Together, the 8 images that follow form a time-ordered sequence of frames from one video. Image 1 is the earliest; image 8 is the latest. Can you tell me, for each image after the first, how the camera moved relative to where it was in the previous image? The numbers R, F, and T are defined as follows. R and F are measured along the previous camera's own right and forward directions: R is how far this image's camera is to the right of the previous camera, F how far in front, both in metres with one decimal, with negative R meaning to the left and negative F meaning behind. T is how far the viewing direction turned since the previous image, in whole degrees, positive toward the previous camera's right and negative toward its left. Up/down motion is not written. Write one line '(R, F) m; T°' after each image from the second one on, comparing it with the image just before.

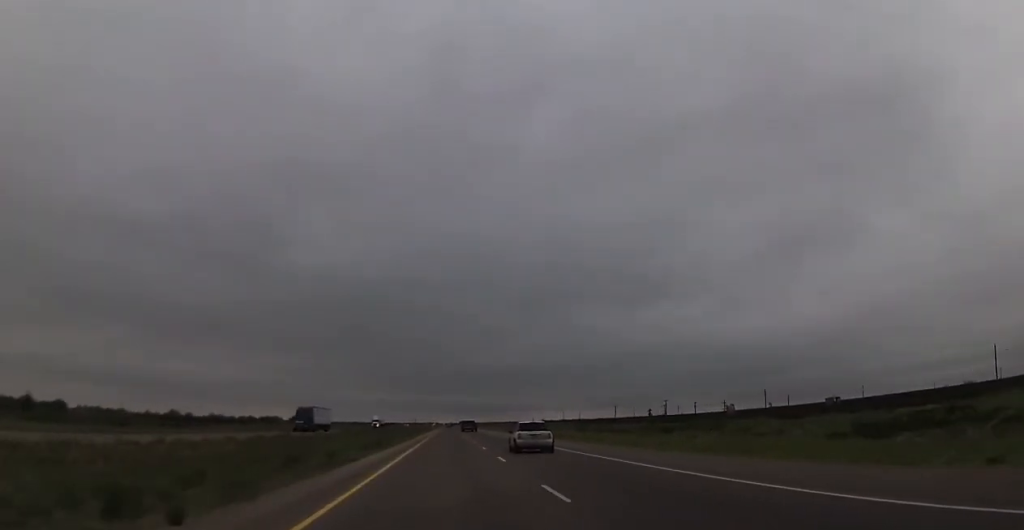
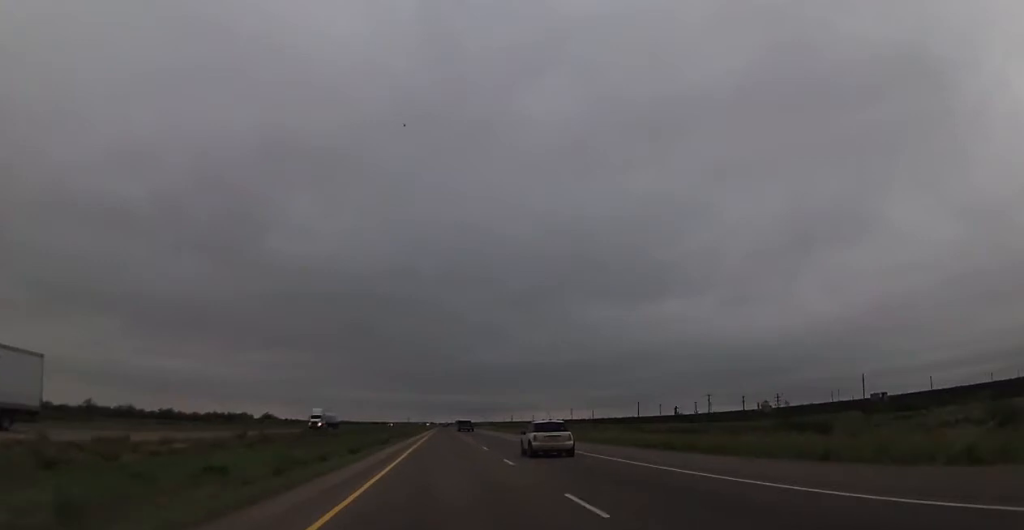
(-0.3, +50.7) m; 0°
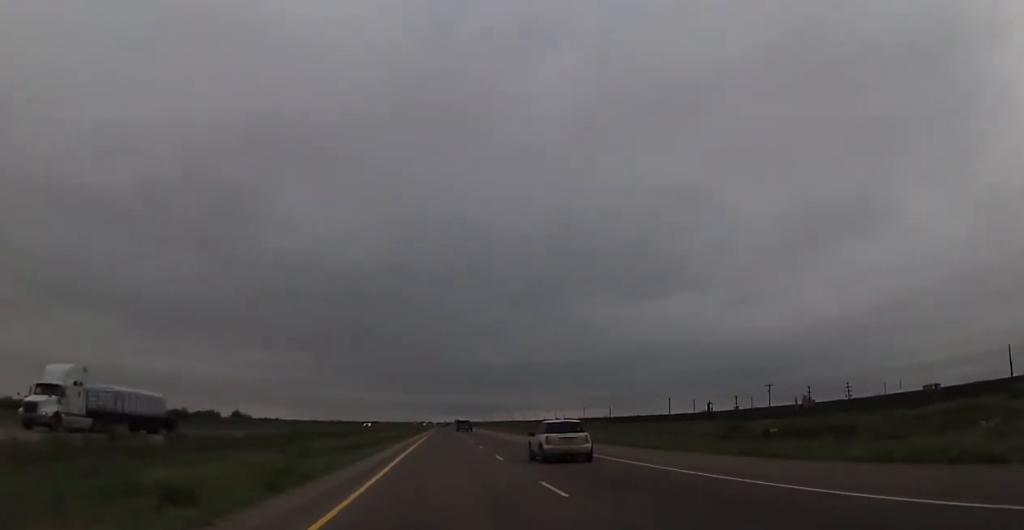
(+0.2, +45.9) m; 0°
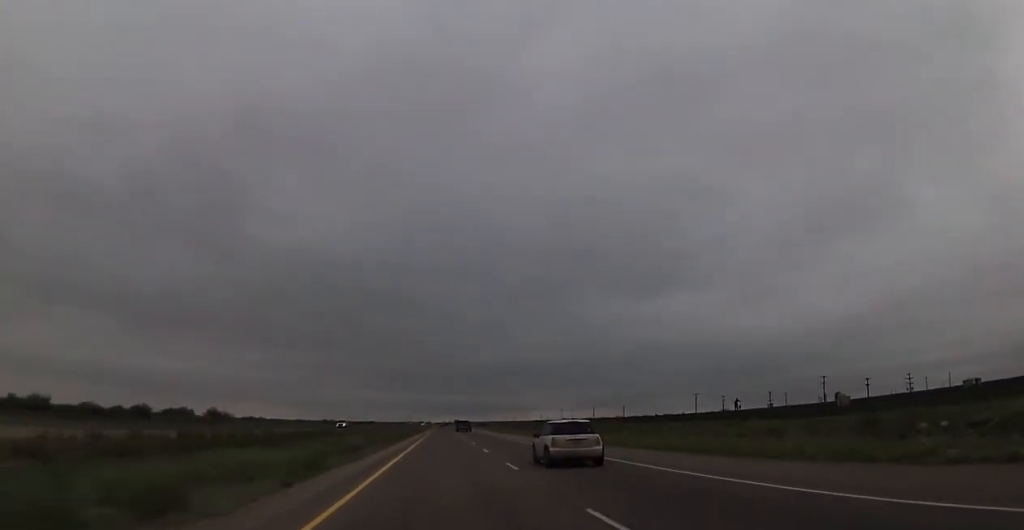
(-0.1, +29.4) m; 0°
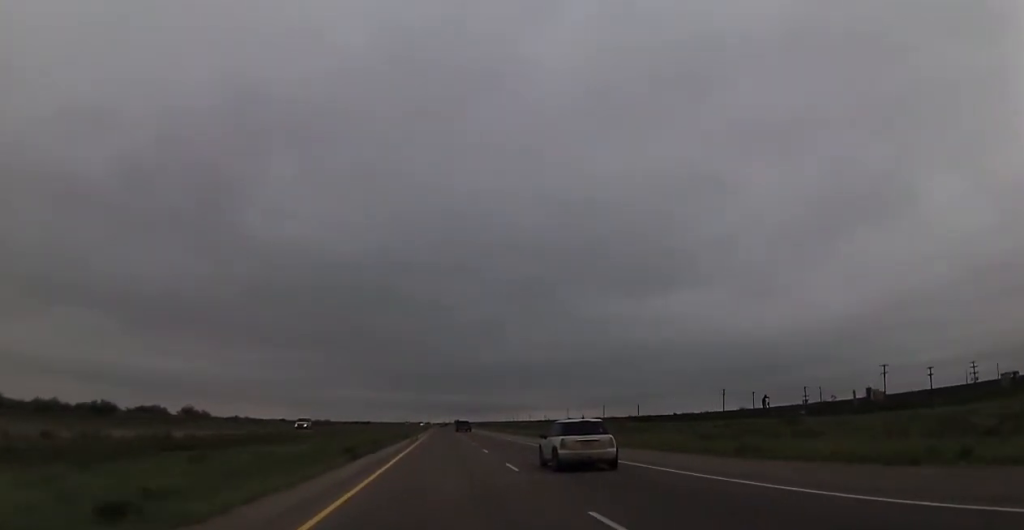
(+0.2, +24.7) m; 0°
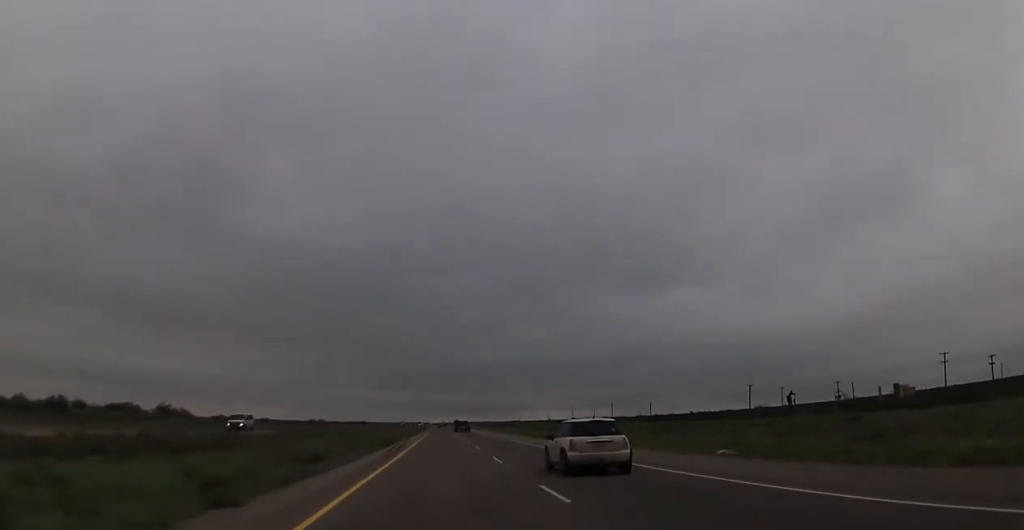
(-0.1, +20.0) m; 0°
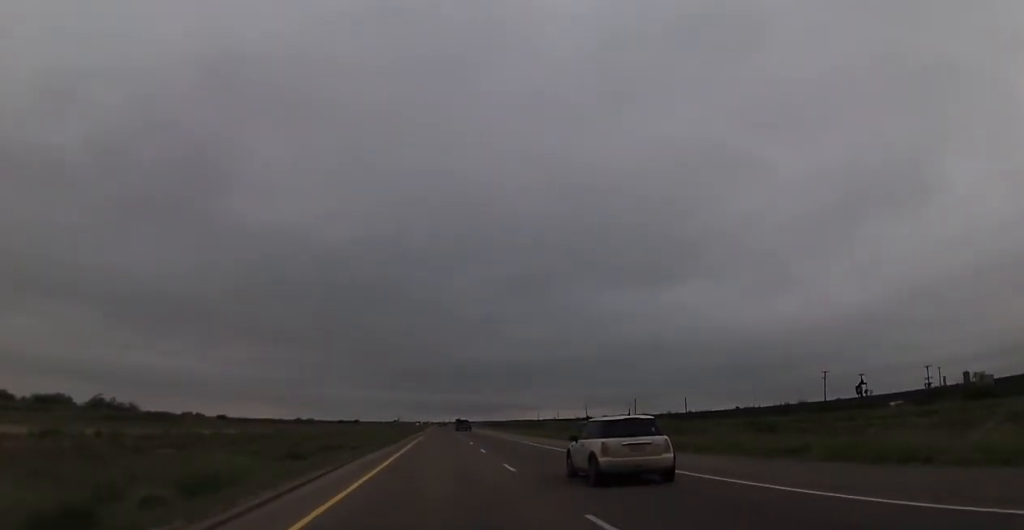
(0.0, +41.1) m; +1°
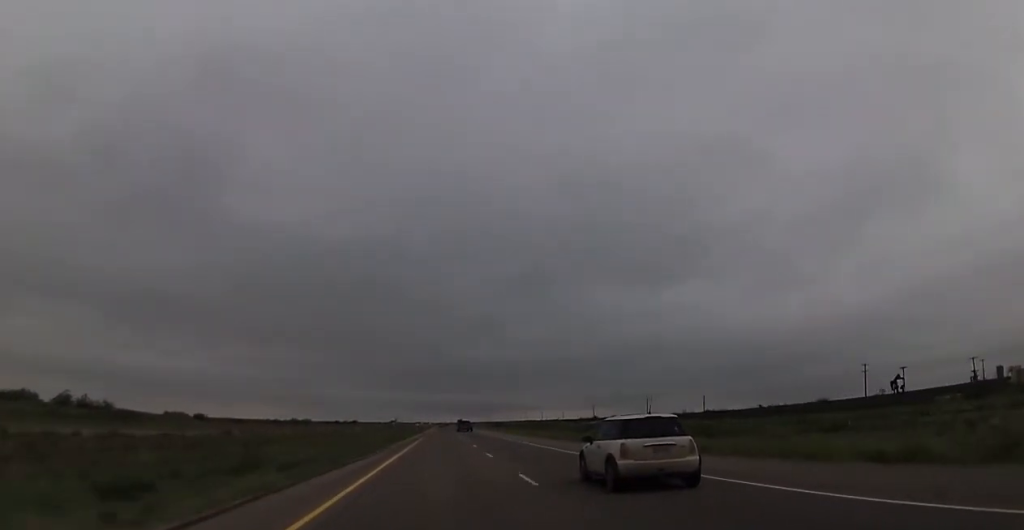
(0.0, +16.4) m; 0°
